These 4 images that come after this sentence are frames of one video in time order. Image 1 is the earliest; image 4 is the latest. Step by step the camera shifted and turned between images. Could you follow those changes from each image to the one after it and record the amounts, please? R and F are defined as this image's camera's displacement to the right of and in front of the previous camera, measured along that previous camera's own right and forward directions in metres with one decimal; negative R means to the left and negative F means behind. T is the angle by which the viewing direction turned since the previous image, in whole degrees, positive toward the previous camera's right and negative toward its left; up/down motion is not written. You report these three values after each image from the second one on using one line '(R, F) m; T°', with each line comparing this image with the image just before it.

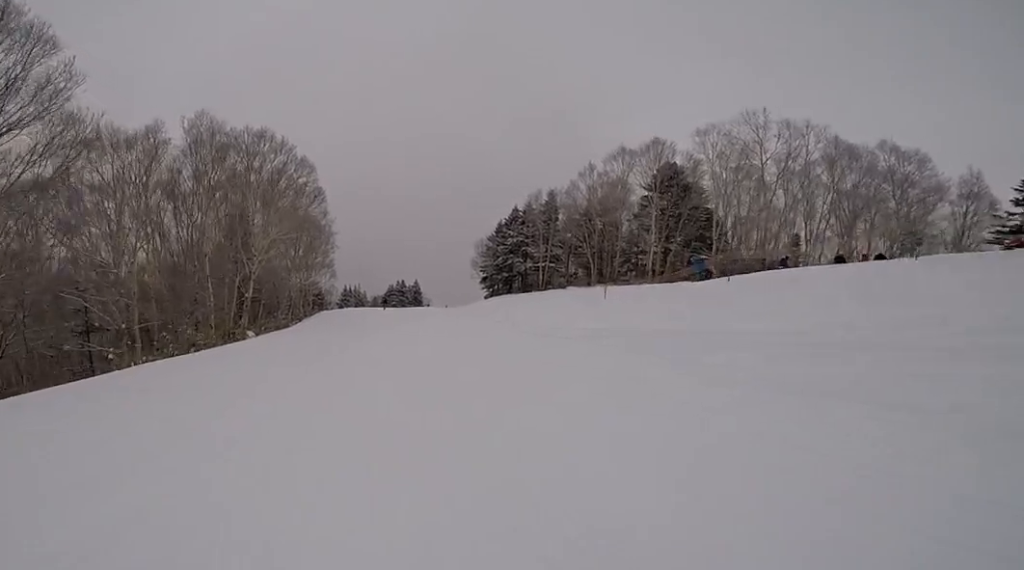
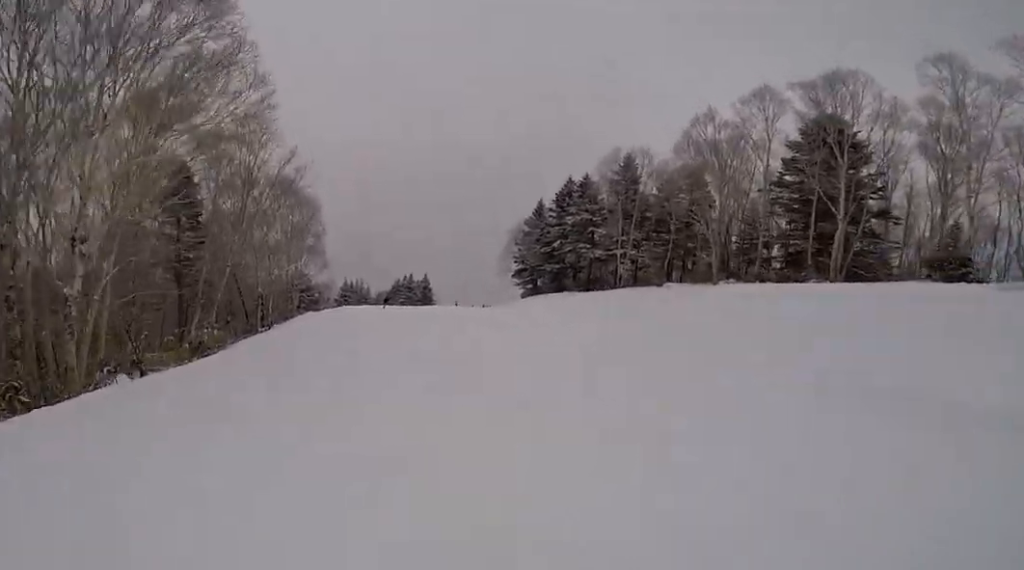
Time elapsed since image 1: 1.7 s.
(-1.6, +13.5) m; -6°
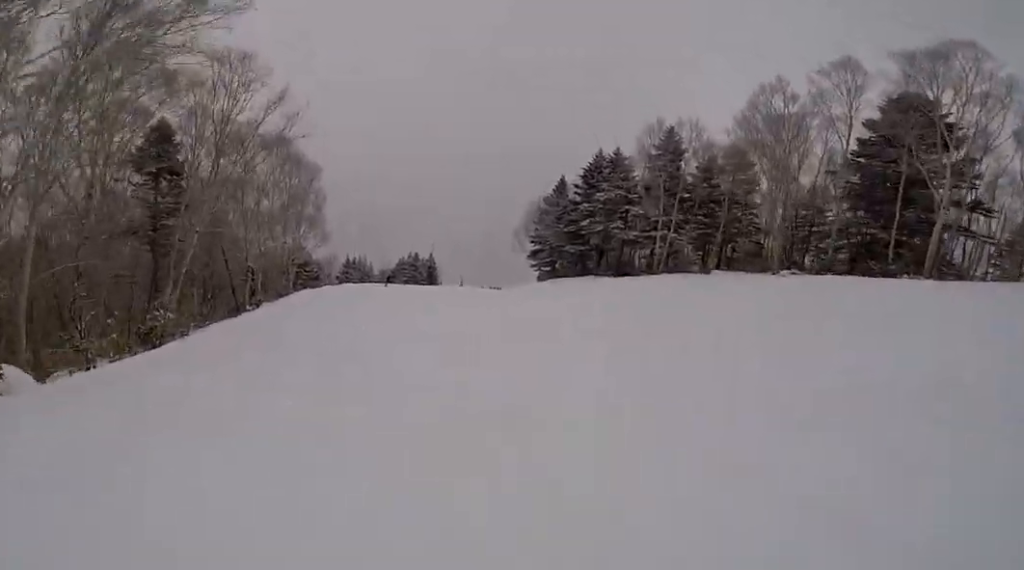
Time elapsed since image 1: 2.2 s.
(+0.6, +3.7) m; +5°
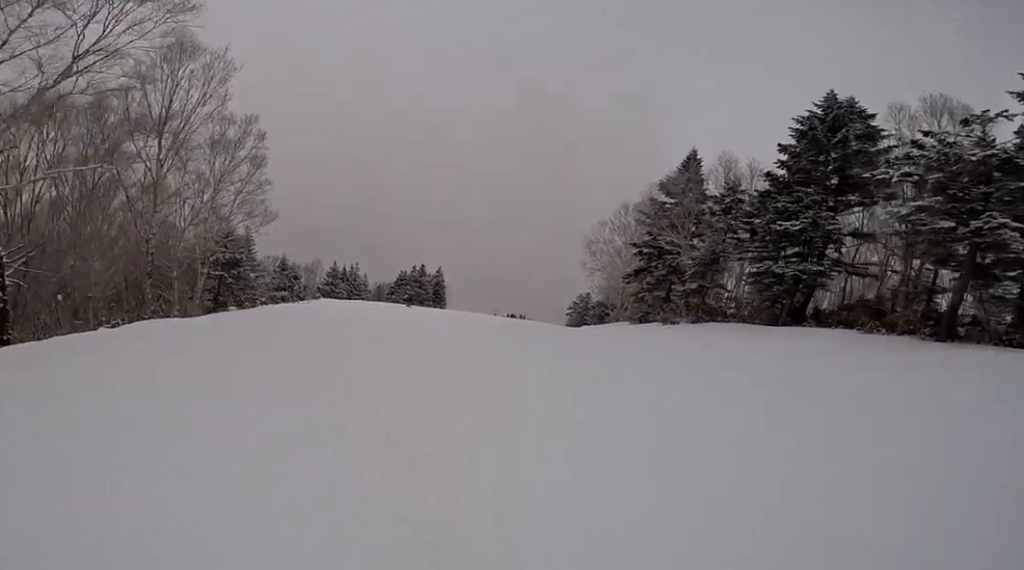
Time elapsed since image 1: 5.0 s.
(+2.4, +20.8) m; +7°
